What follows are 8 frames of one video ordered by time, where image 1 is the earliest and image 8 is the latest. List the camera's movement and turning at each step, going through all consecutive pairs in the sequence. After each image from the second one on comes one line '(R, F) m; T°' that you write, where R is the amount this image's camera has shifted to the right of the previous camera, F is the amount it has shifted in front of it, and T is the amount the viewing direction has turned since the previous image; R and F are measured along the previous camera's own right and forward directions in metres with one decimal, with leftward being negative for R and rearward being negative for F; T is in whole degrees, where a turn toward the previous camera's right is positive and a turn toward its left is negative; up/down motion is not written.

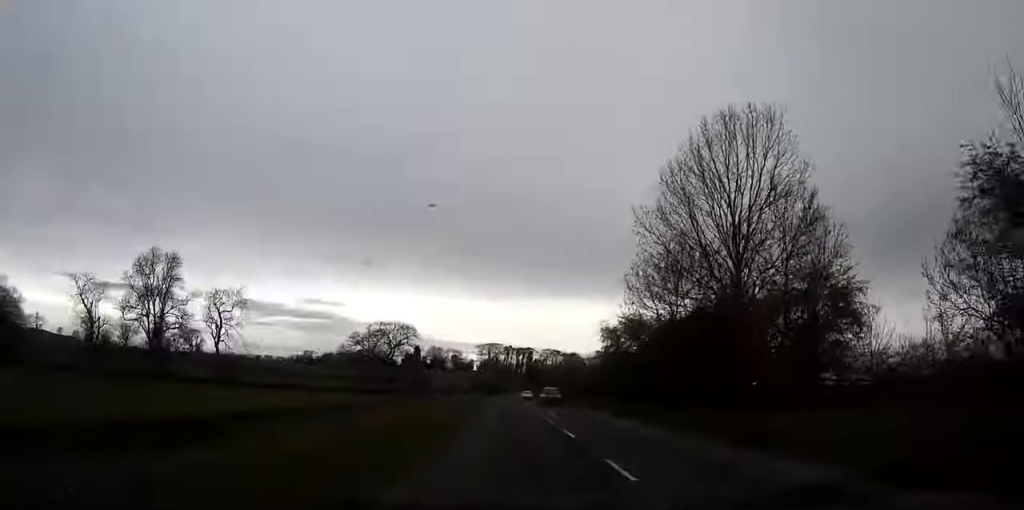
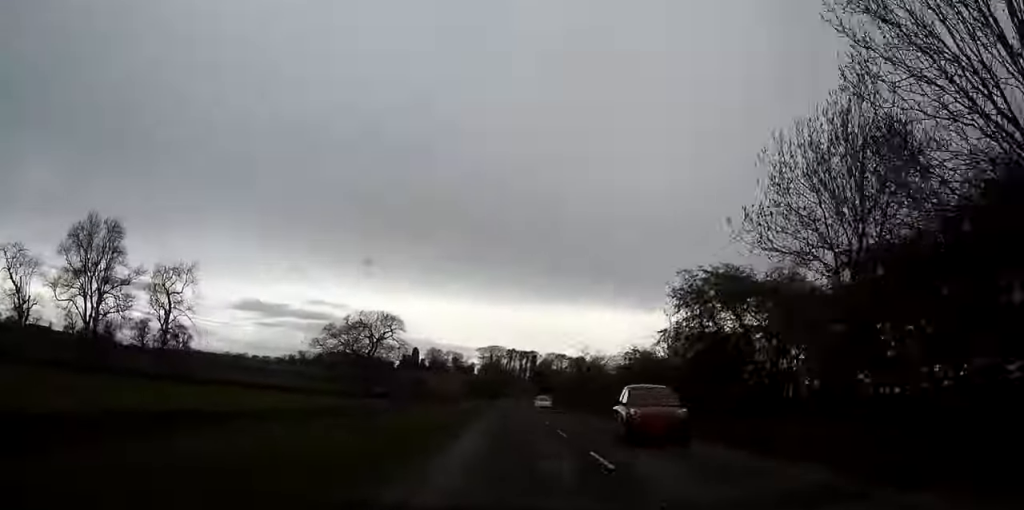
(+0.1, +25.1) m; 0°
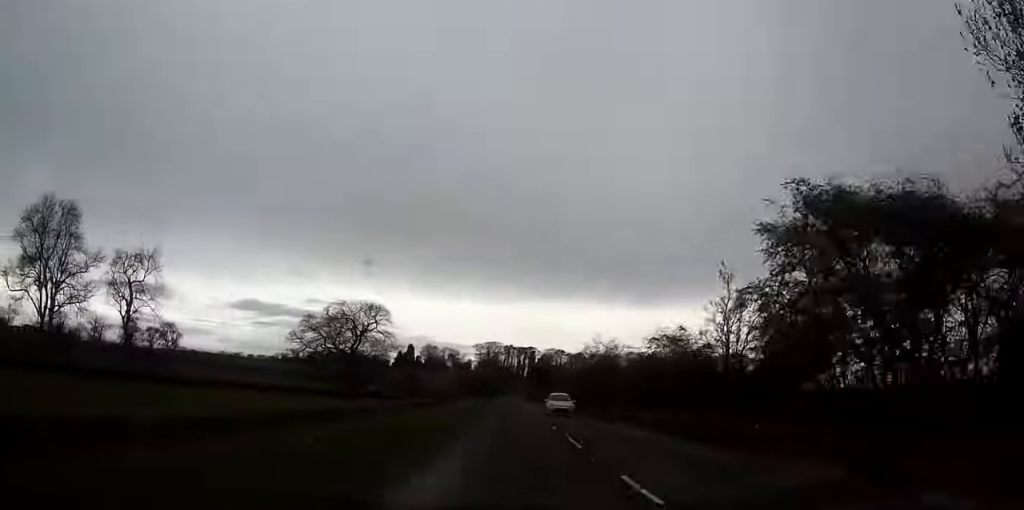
(0.0, +13.0) m; 0°
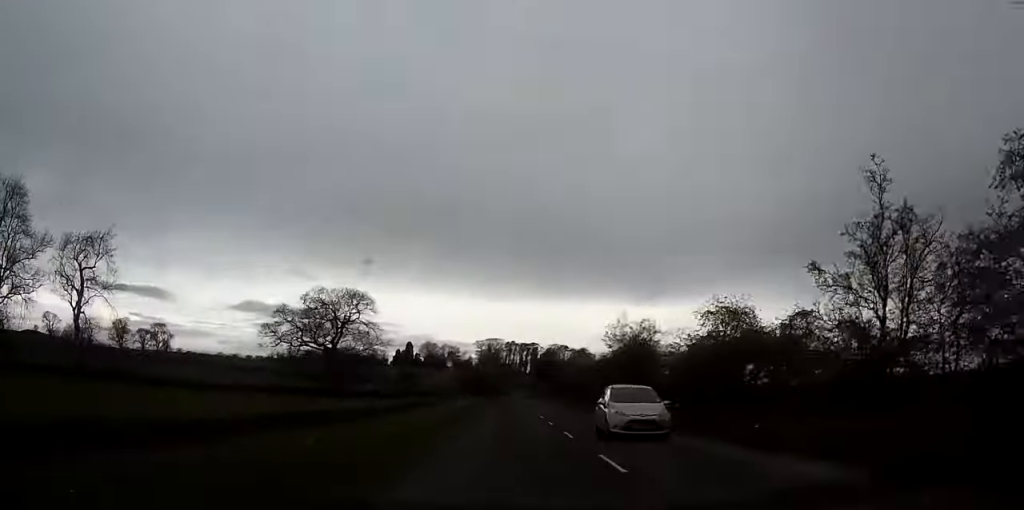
(0.0, +14.9) m; 0°
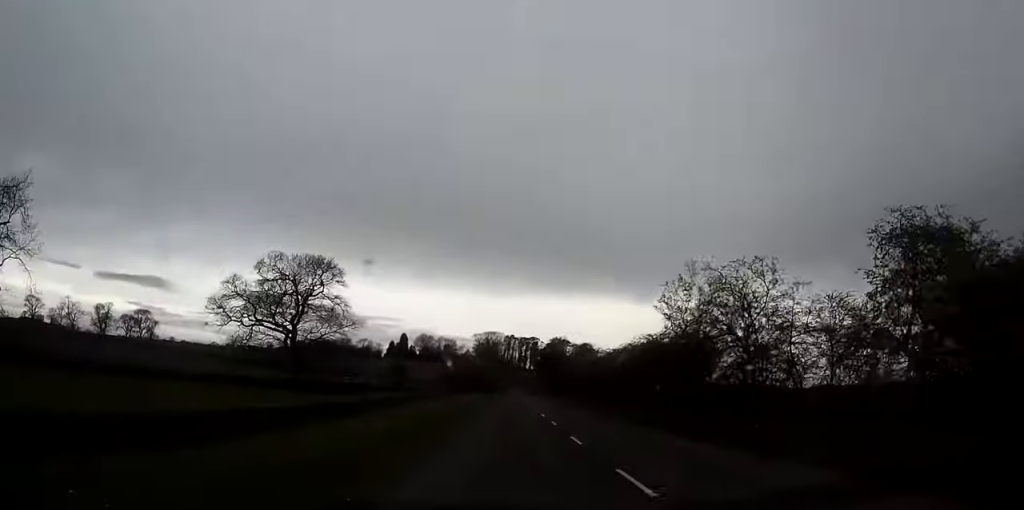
(0.0, +20.4) m; 0°
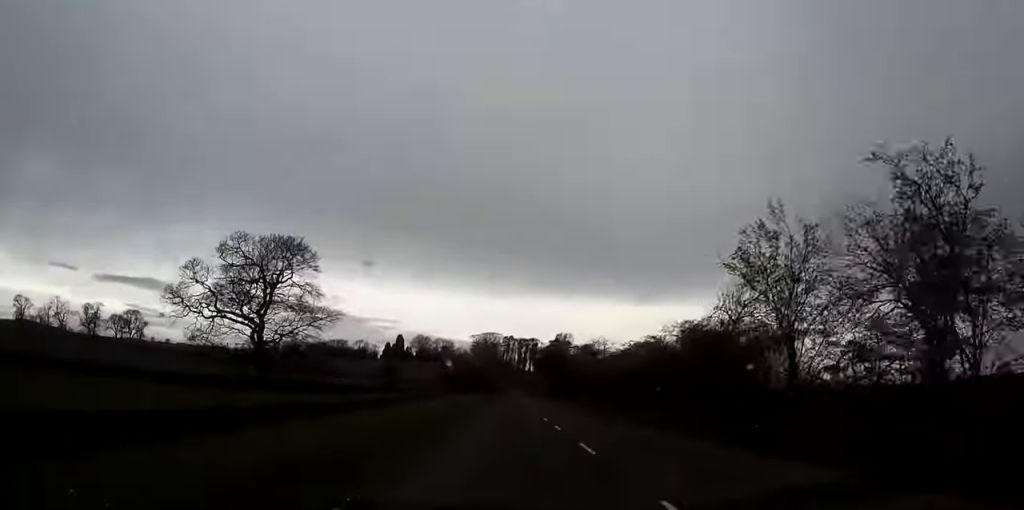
(0.0, +12.1) m; 0°
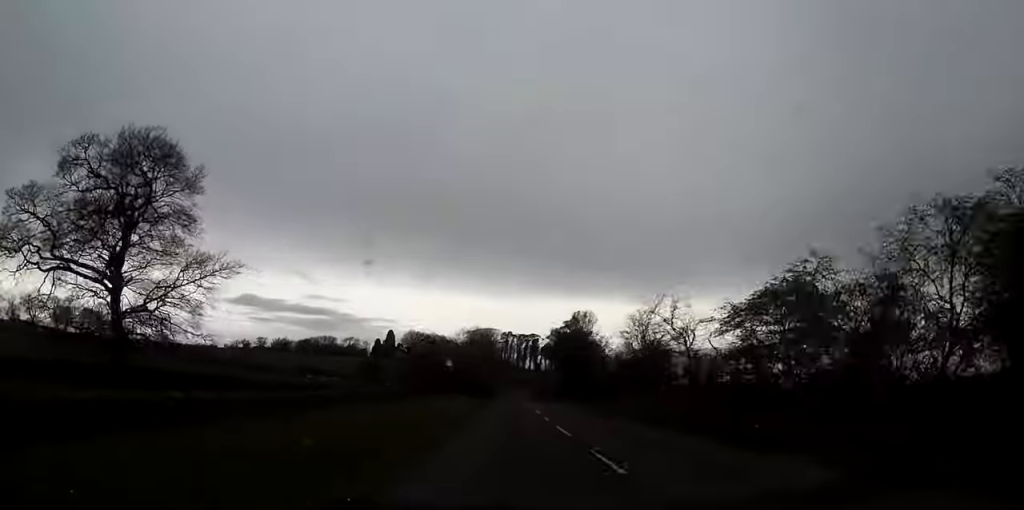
(0.0, +30.6) m; 0°
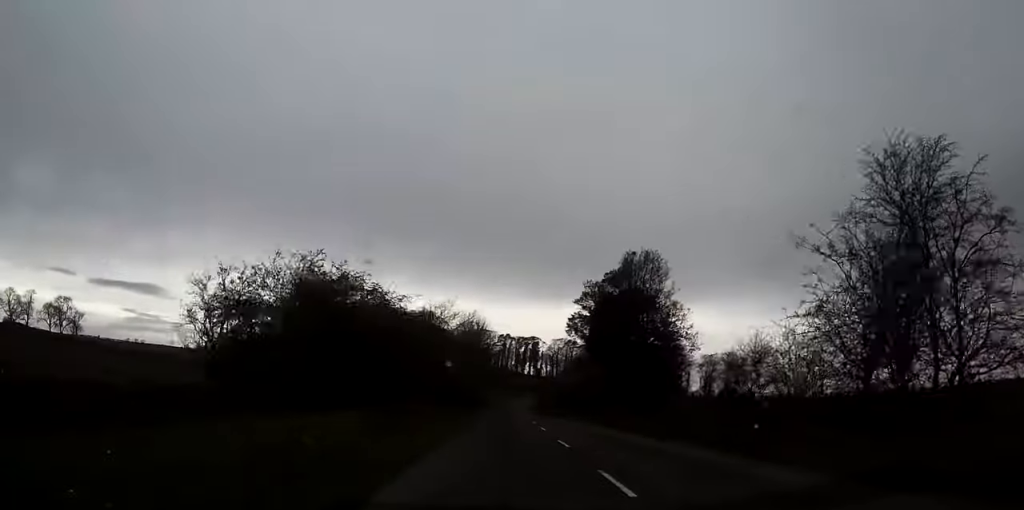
(+0.2, +37.7) m; 0°
